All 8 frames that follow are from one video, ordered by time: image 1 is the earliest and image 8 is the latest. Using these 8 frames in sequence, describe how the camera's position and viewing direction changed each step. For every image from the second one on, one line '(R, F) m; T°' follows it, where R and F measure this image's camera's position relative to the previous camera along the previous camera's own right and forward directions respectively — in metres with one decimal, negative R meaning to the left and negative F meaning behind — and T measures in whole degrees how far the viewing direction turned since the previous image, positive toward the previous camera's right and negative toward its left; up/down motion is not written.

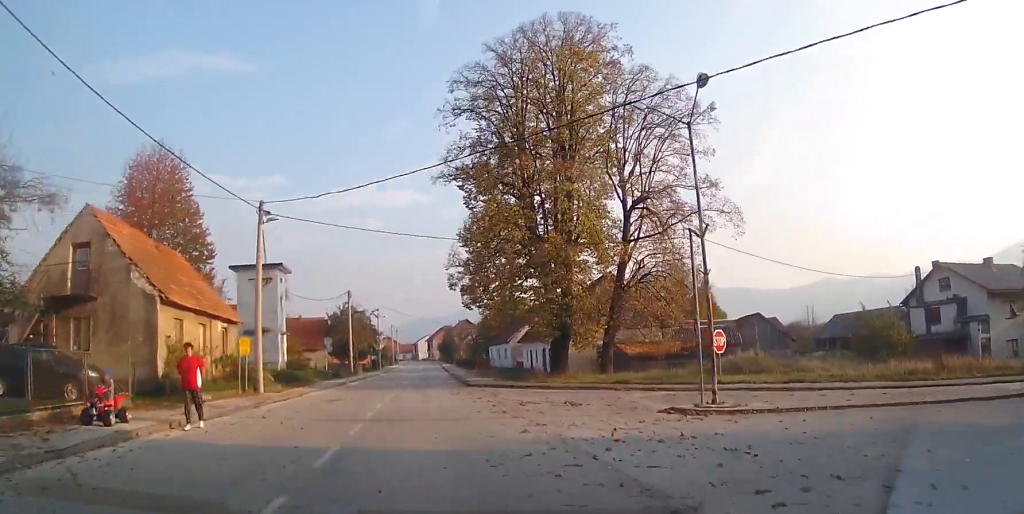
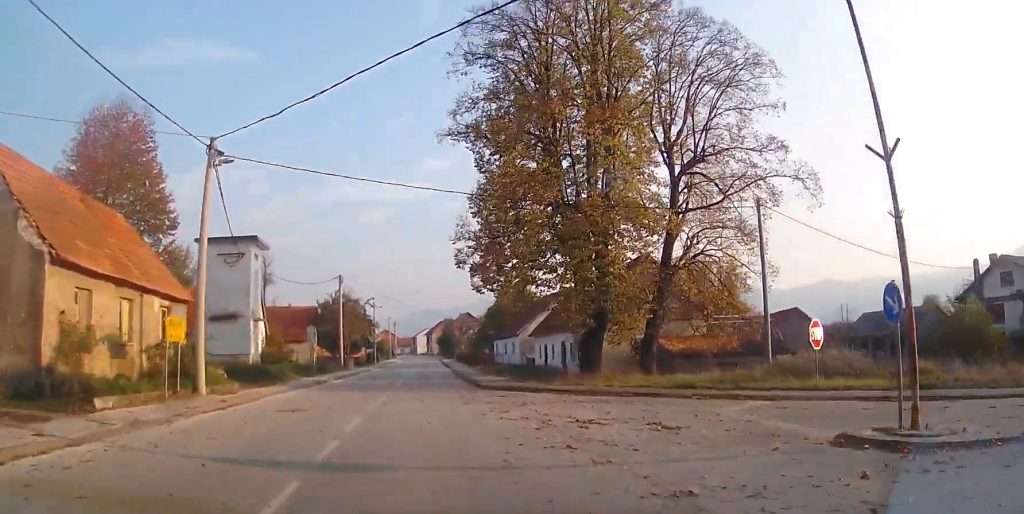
(+0.1, +6.4) m; +1°
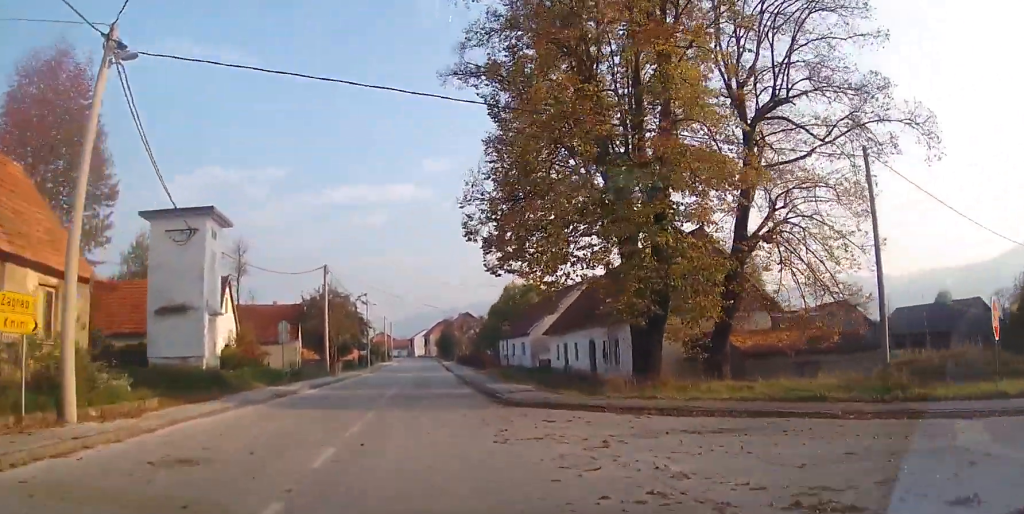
(0.0, +6.9) m; +1°
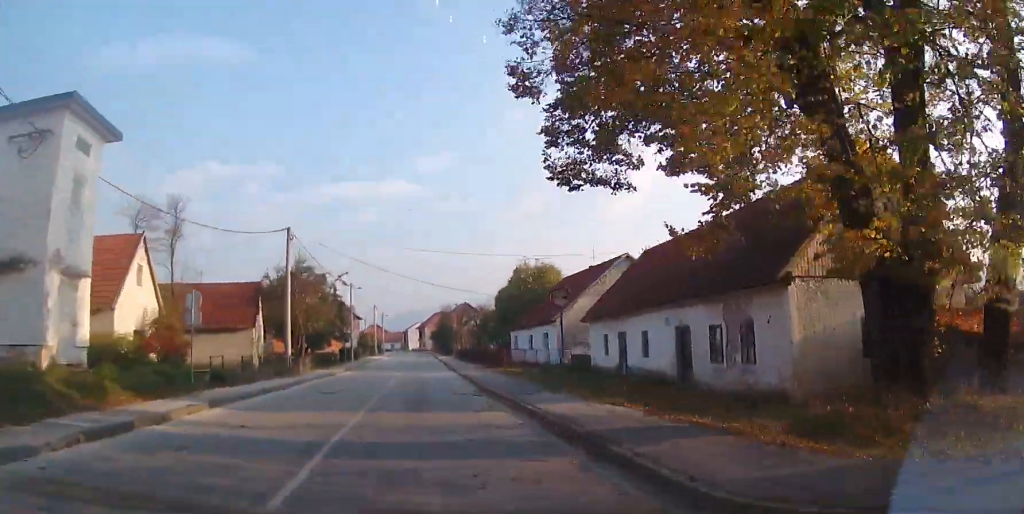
(+0.1, +11.7) m; 0°
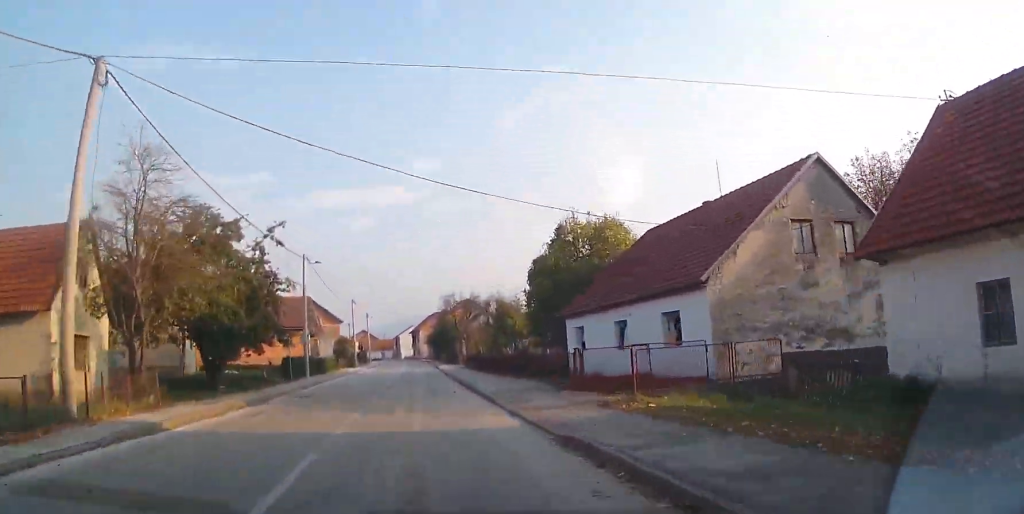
(-0.1, +22.7) m; 0°
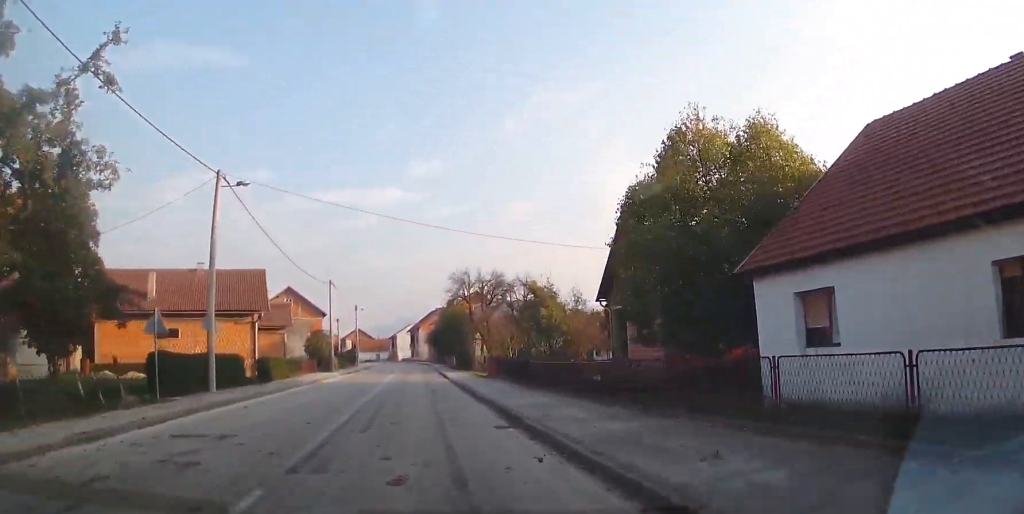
(+0.2, +18.4) m; +1°
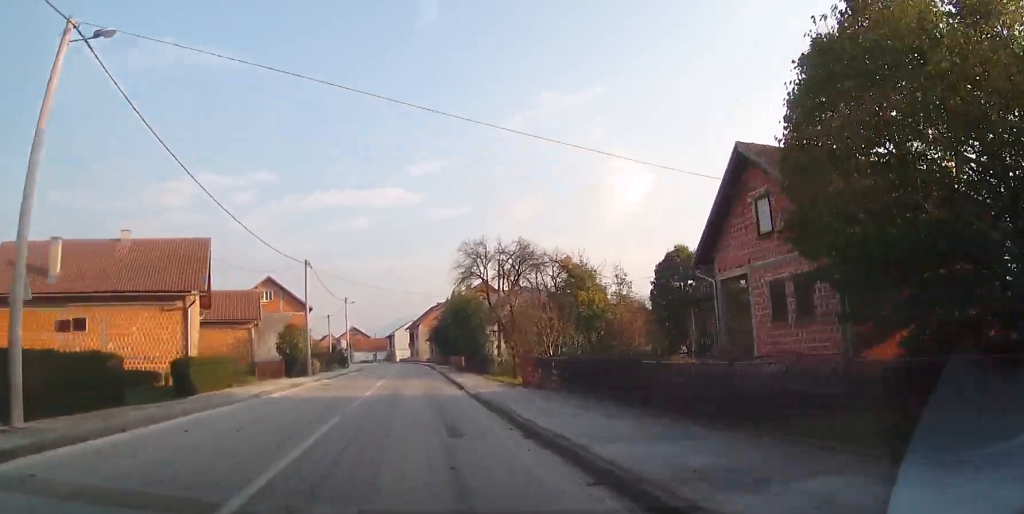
(+0.1, +11.6) m; 0°
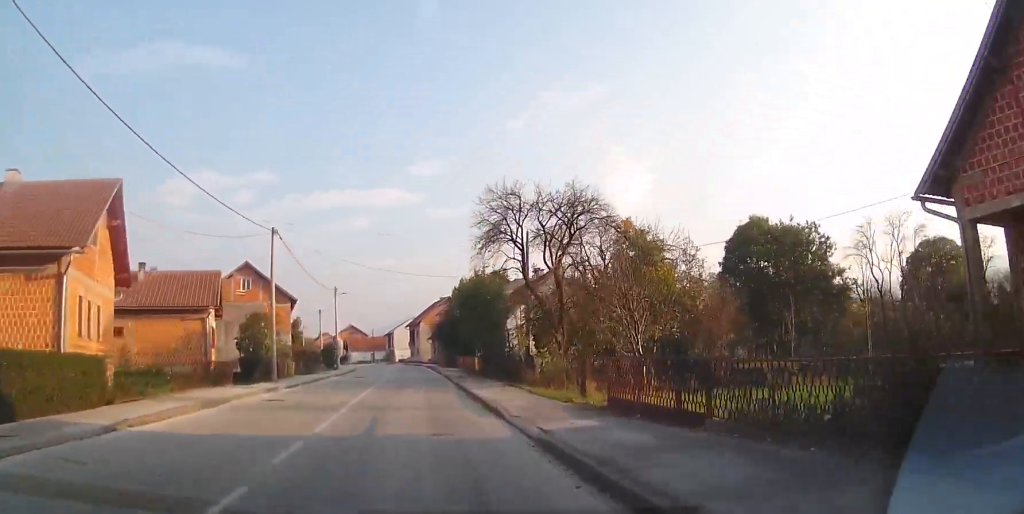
(0.0, +10.6) m; -1°
